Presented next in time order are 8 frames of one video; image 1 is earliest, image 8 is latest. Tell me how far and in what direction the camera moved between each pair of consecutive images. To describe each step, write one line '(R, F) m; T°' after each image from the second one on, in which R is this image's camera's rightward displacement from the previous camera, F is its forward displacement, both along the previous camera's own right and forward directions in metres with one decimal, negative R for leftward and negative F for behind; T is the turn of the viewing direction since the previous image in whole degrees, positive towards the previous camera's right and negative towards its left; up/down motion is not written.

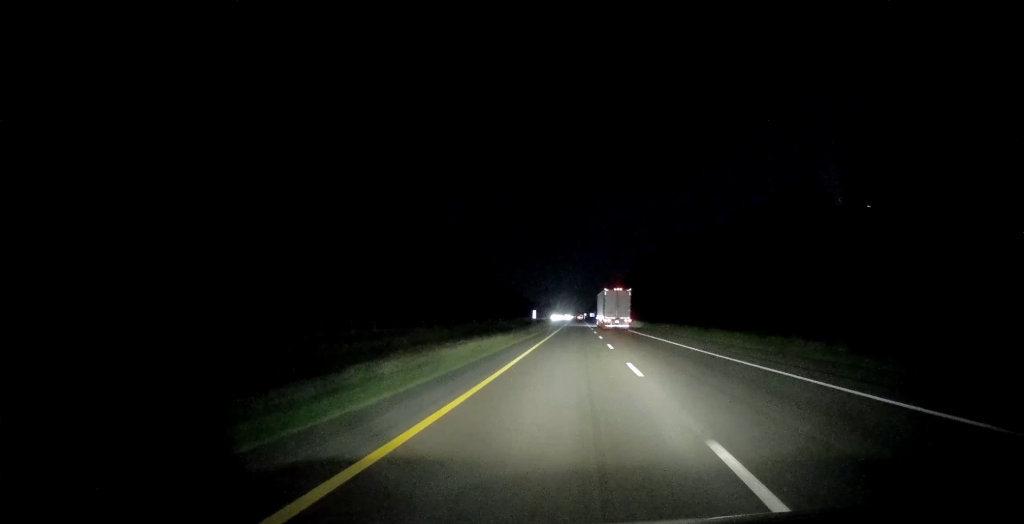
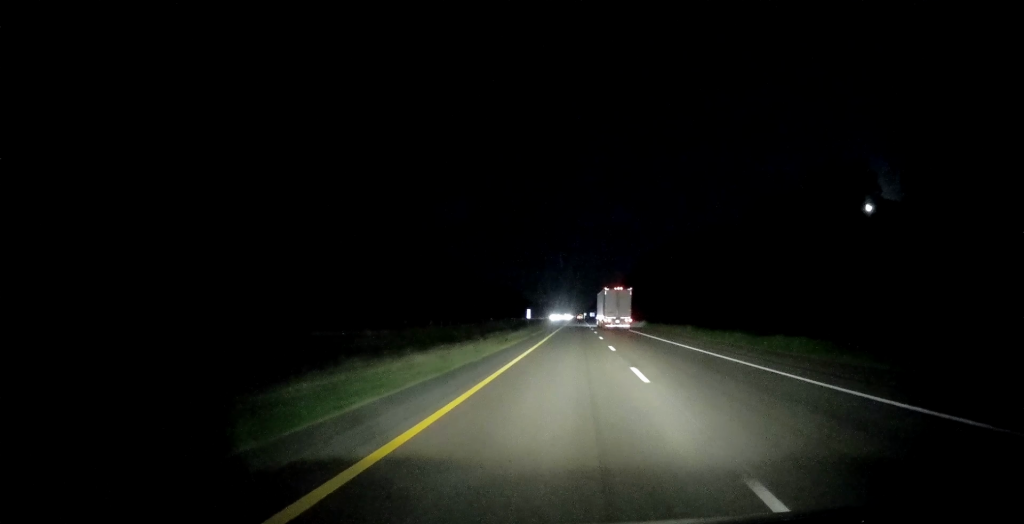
(0.0, +12.9) m; 0°
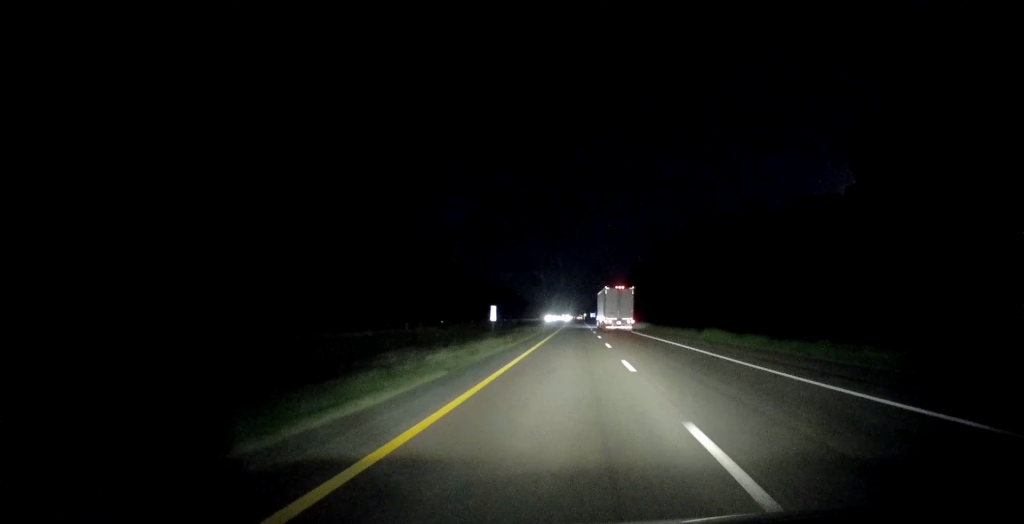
(-0.3, +41.3) m; -1°
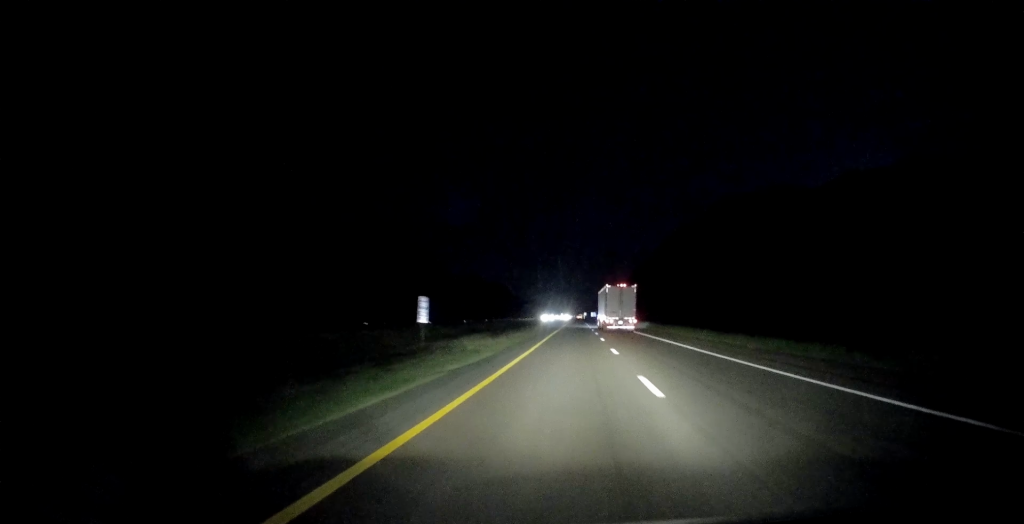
(+0.3, +52.7) m; +1°
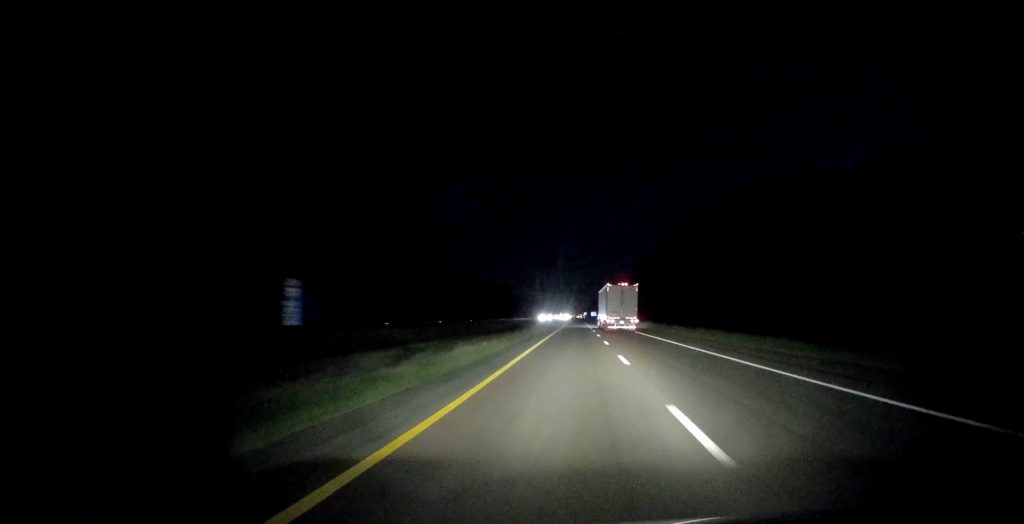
(+0.1, +13.8) m; 0°
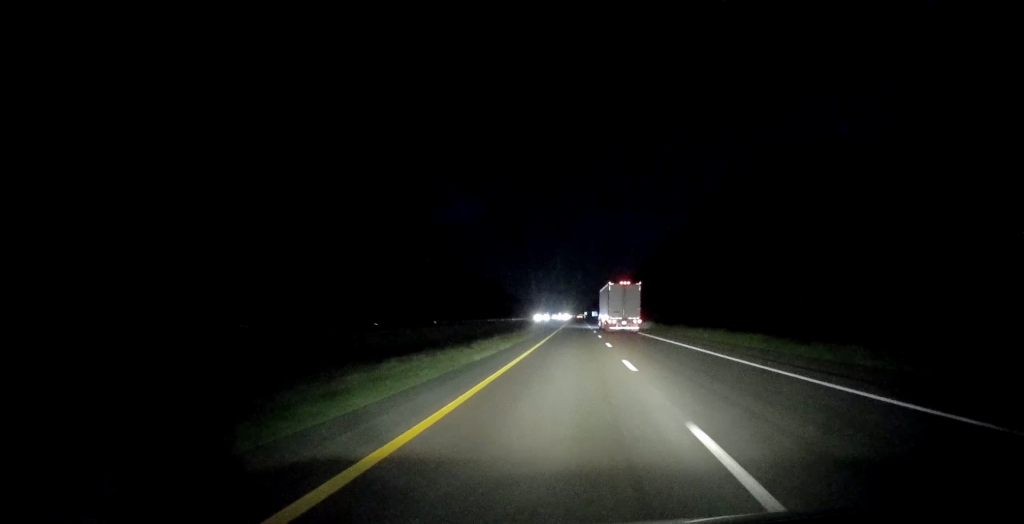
(0.0, +22.8) m; -1°
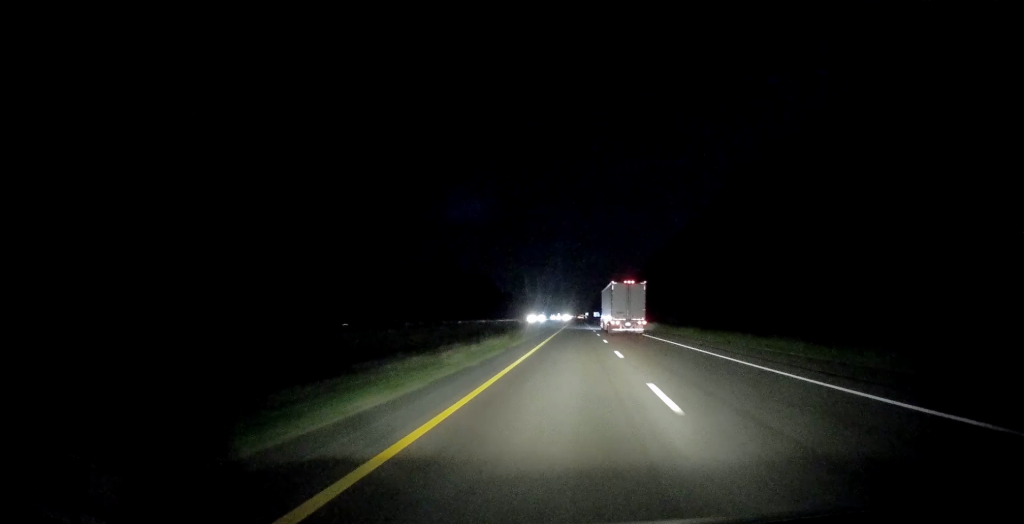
(-0.3, +29.0) m; 0°
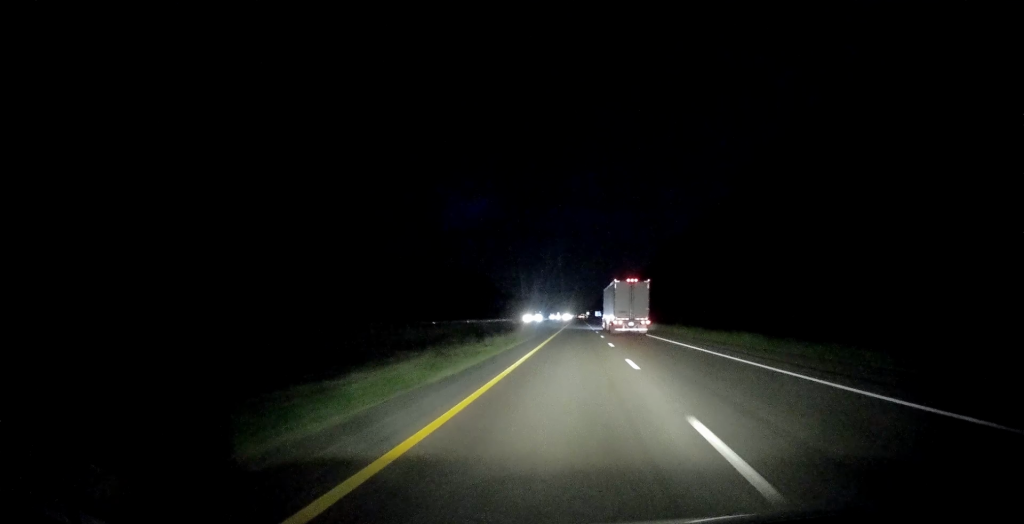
(-0.2, +15.9) m; 0°
